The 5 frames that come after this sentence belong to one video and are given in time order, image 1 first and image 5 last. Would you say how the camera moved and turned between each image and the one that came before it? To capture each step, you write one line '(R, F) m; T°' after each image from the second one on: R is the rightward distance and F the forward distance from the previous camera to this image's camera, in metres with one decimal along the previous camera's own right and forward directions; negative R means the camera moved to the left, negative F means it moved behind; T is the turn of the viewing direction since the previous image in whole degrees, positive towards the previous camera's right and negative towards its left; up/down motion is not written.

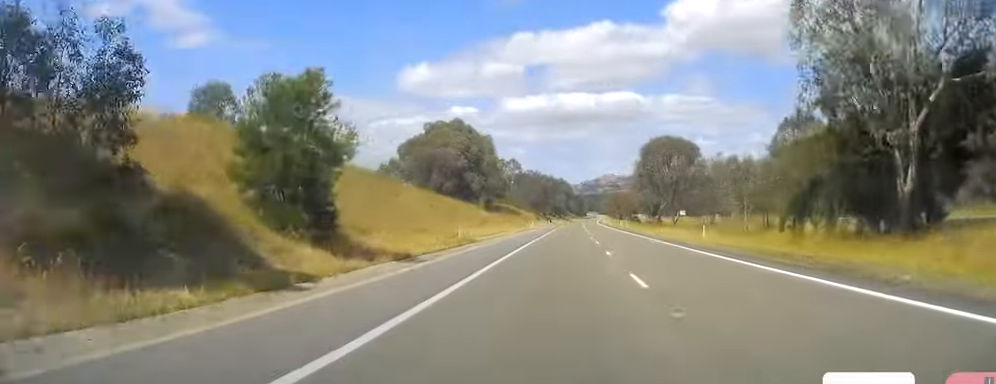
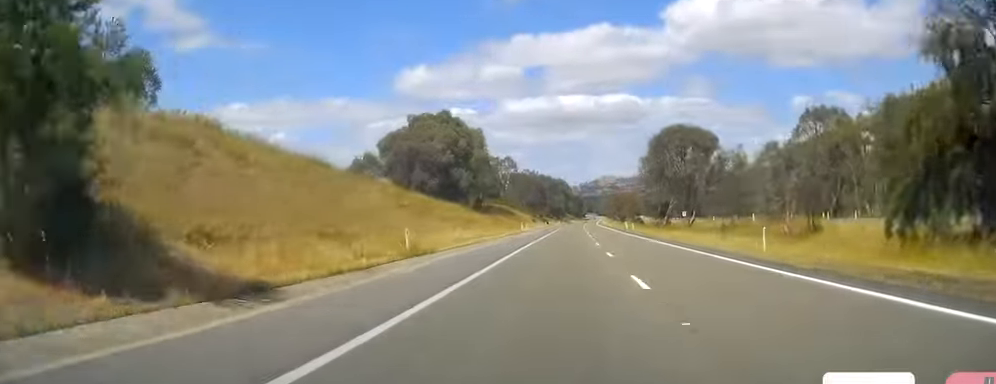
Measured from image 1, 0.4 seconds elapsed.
(+0.1, +12.3) m; 0°
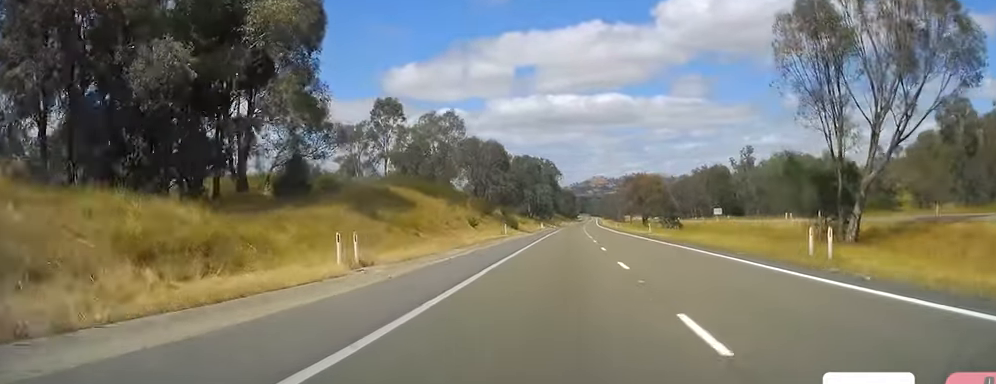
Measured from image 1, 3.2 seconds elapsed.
(+0.6, +78.7) m; +1°
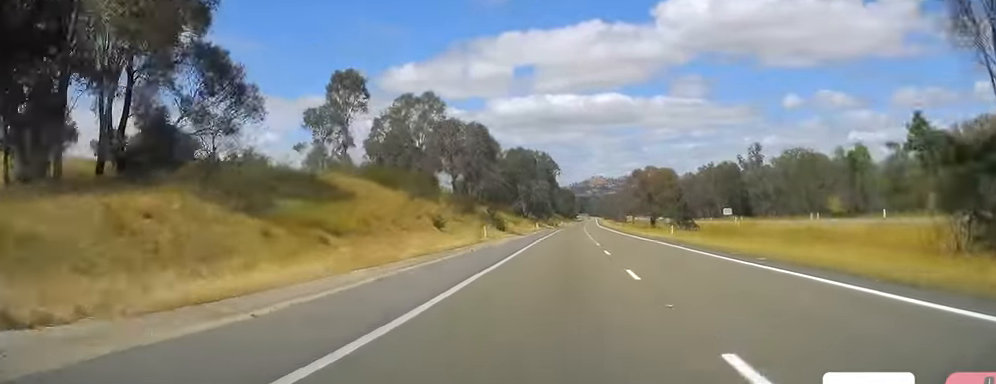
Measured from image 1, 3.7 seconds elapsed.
(+0.2, +15.2) m; 0°
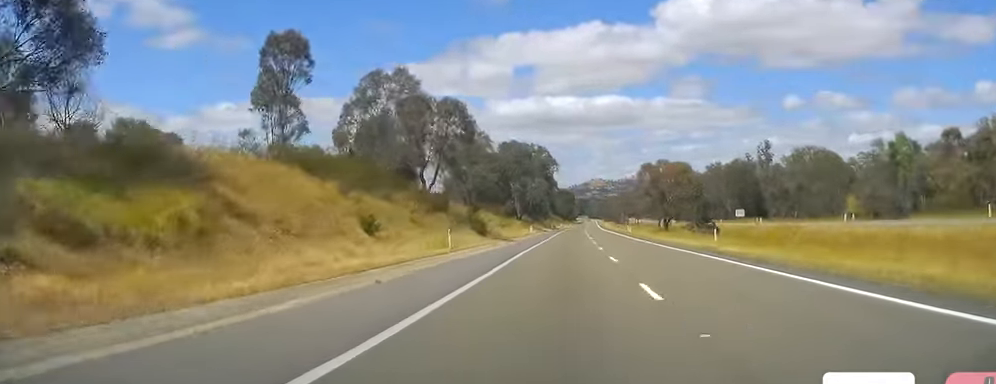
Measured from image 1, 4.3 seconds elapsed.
(-0.1, +15.2) m; 0°
